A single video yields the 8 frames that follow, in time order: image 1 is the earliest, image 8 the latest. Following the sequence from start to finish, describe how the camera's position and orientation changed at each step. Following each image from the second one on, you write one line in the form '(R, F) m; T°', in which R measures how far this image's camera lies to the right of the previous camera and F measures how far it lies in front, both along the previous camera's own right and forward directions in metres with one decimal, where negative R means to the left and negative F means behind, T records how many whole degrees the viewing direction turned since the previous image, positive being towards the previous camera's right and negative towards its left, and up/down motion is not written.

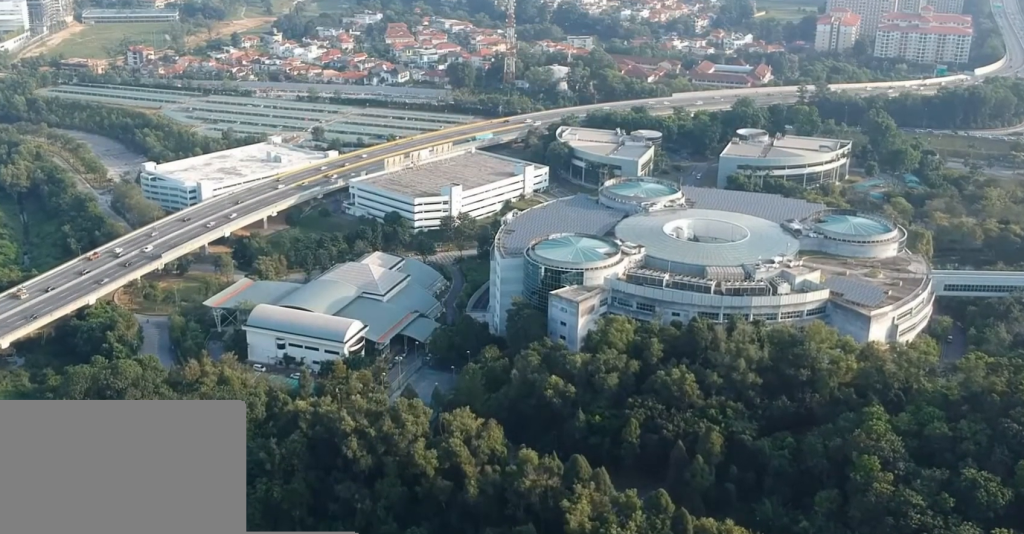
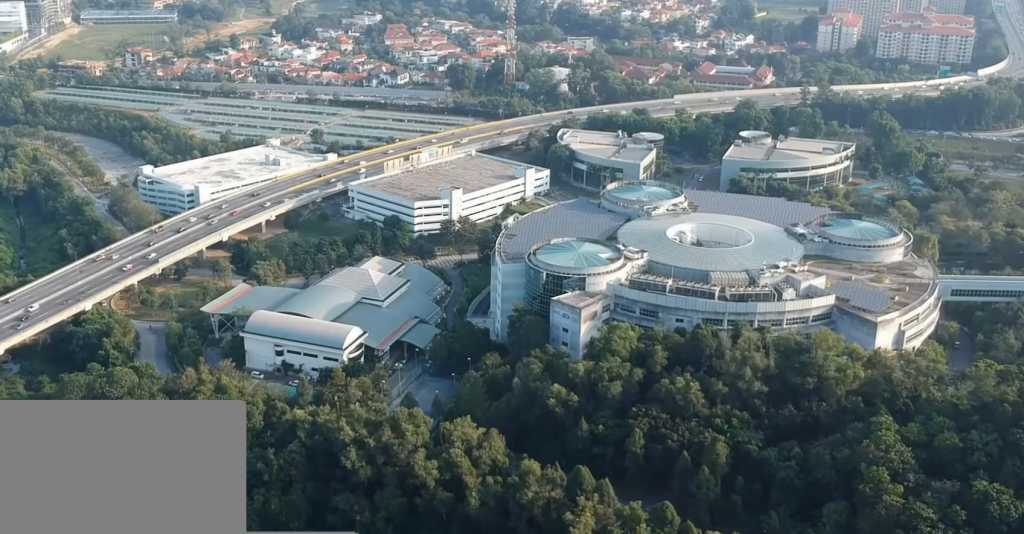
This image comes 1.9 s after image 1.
(0.0, +5.1) m; 0°
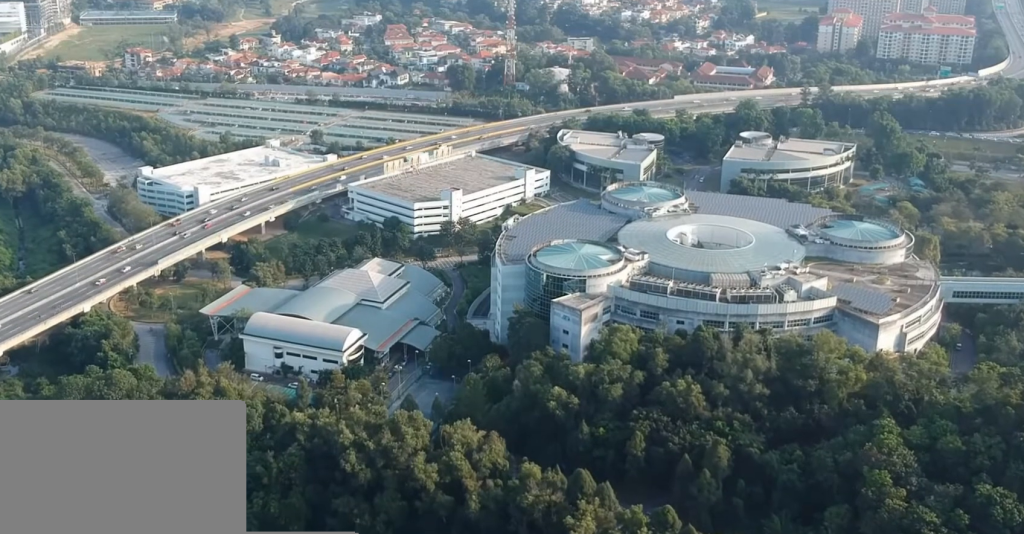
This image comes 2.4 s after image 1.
(0.0, +1.4) m; 0°
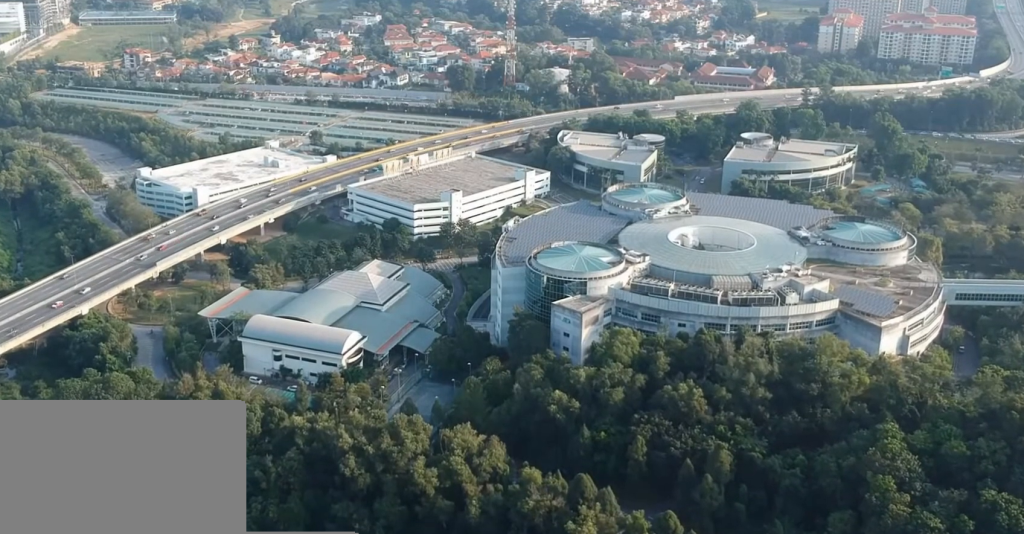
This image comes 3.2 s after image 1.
(0.0, +2.2) m; 0°
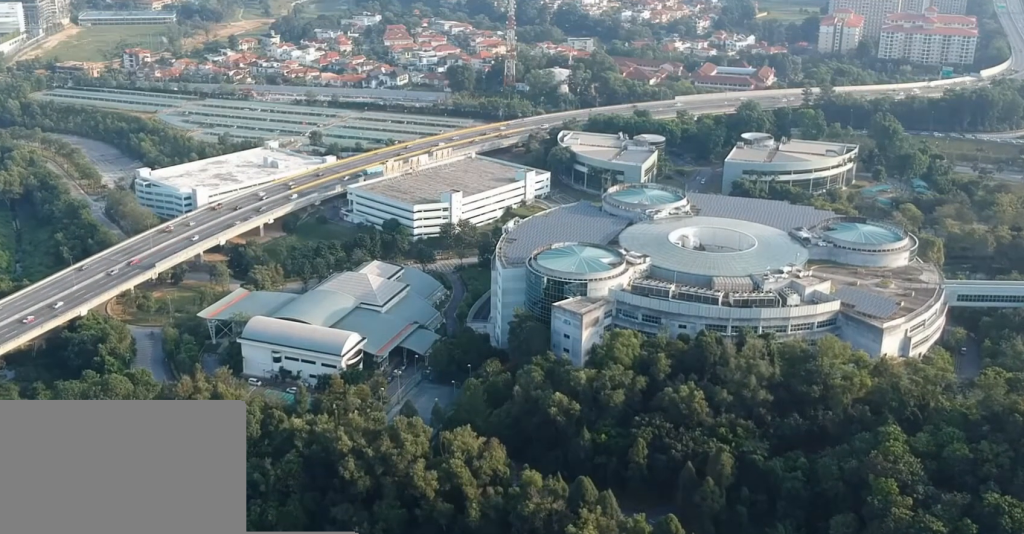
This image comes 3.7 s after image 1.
(0.0, +1.4) m; 0°
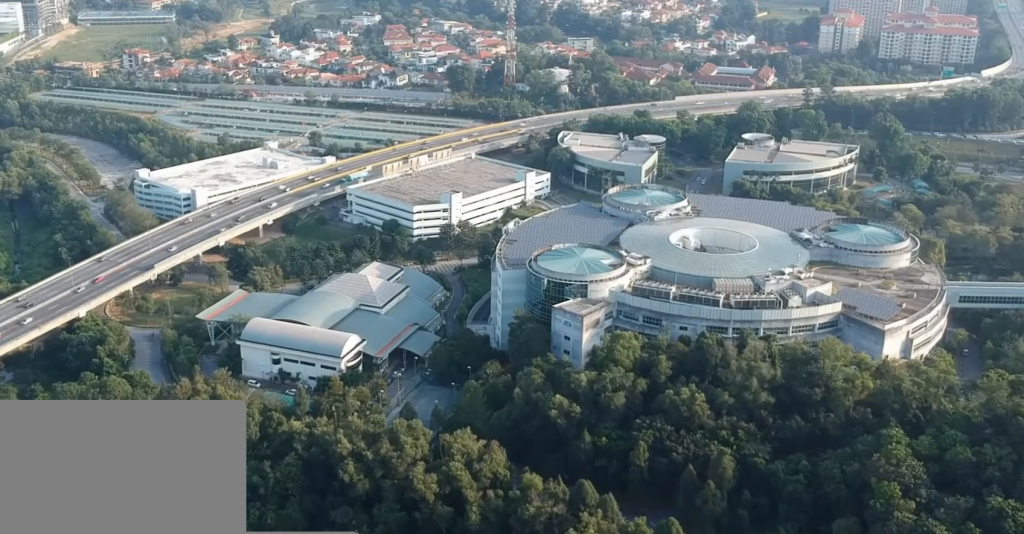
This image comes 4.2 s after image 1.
(0.0, +1.4) m; 0°
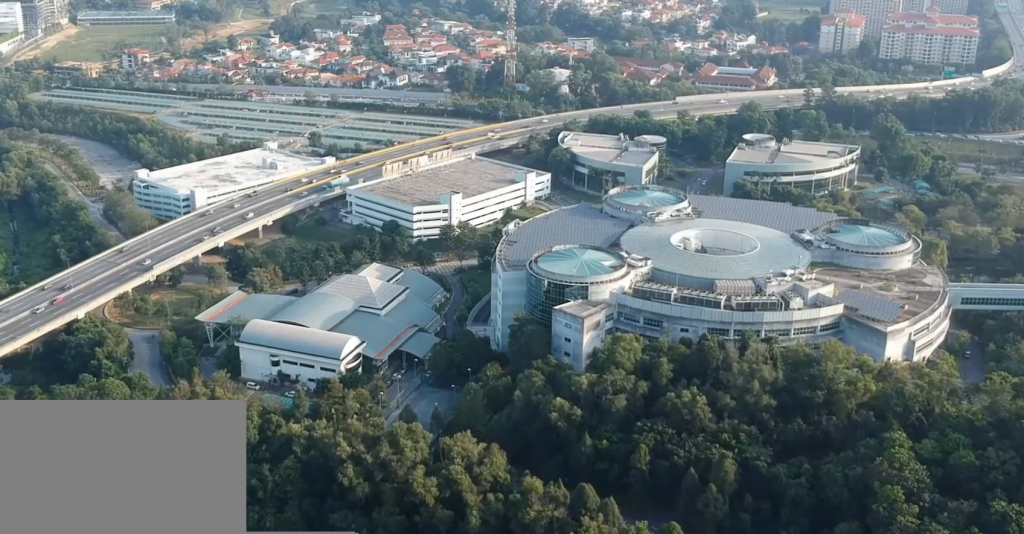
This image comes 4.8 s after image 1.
(0.0, +1.6) m; 0°
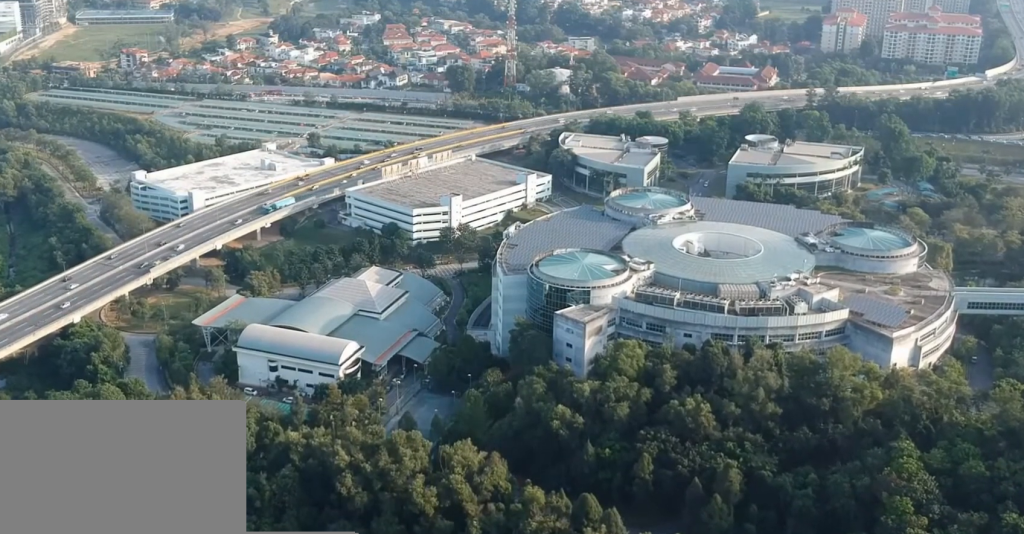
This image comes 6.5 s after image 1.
(0.0, +4.6) m; -1°
